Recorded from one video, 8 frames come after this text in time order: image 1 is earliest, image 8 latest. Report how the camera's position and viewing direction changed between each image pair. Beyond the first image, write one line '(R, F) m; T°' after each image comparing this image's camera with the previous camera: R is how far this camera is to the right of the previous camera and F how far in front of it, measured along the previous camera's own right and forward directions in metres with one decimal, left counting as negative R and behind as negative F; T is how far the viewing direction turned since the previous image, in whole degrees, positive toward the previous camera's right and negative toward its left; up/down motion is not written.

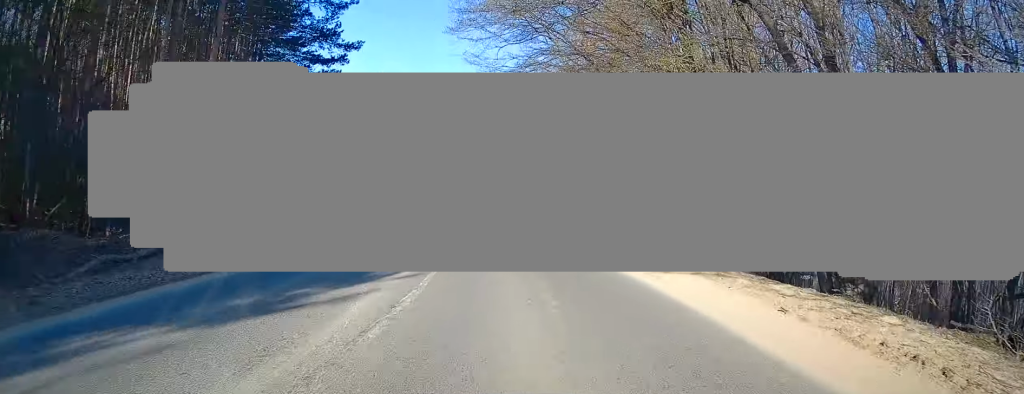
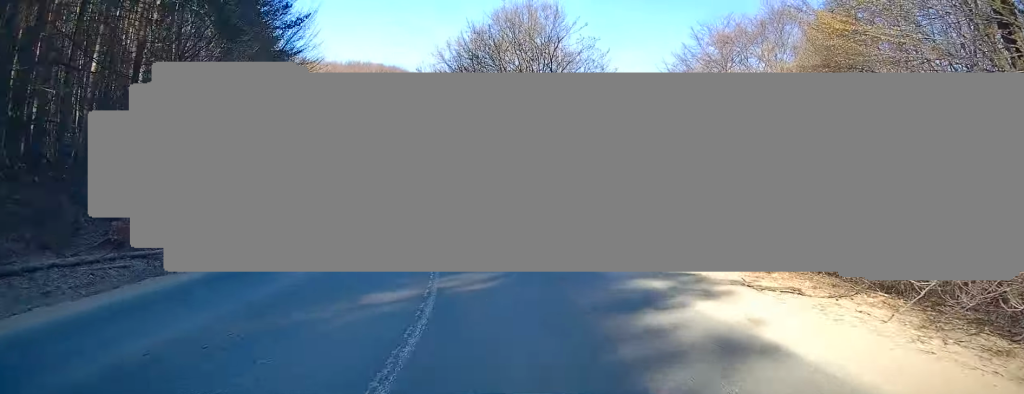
(-2.2, +23.3) m; -14°
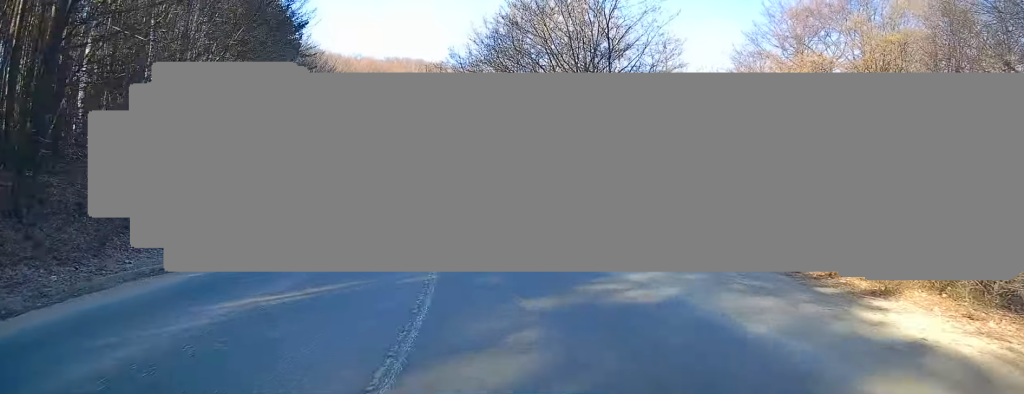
(-0.5, +6.1) m; -5°
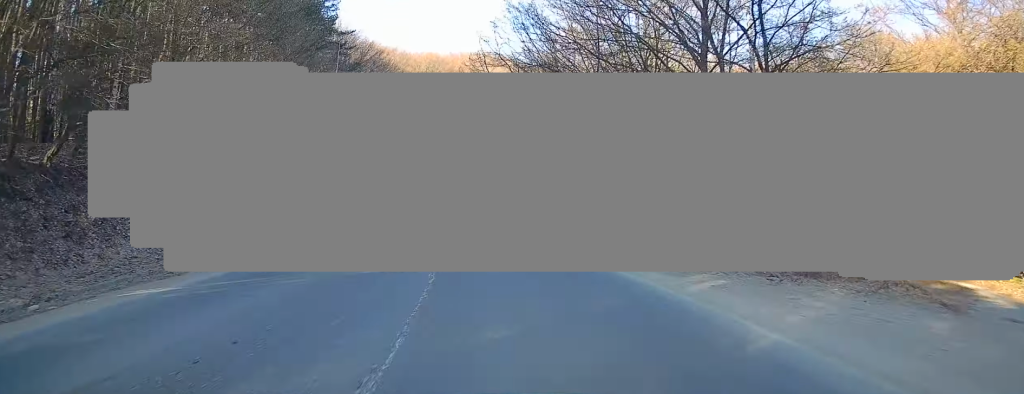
(-0.4, +10.2) m; -8°
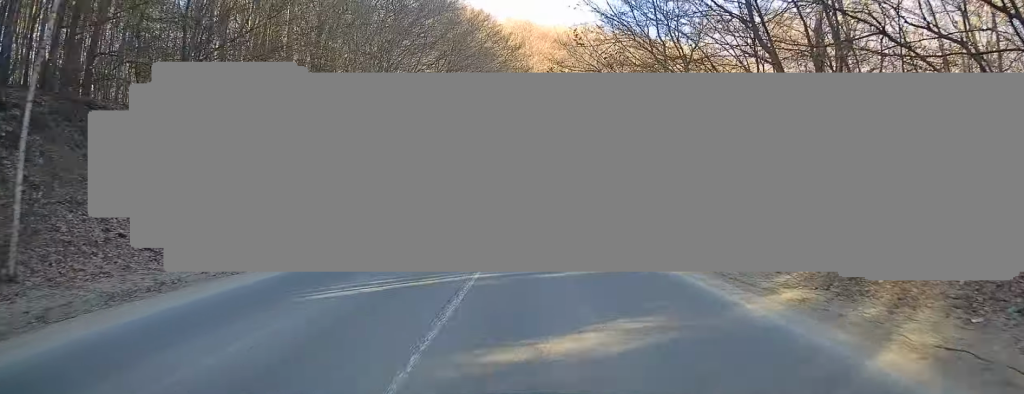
(-2.7, +26.3) m; -7°
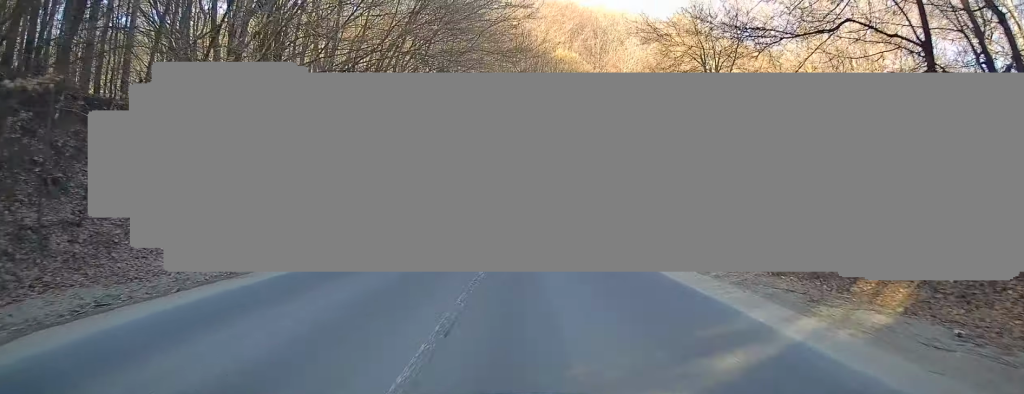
(-0.2, +18.0) m; 0°
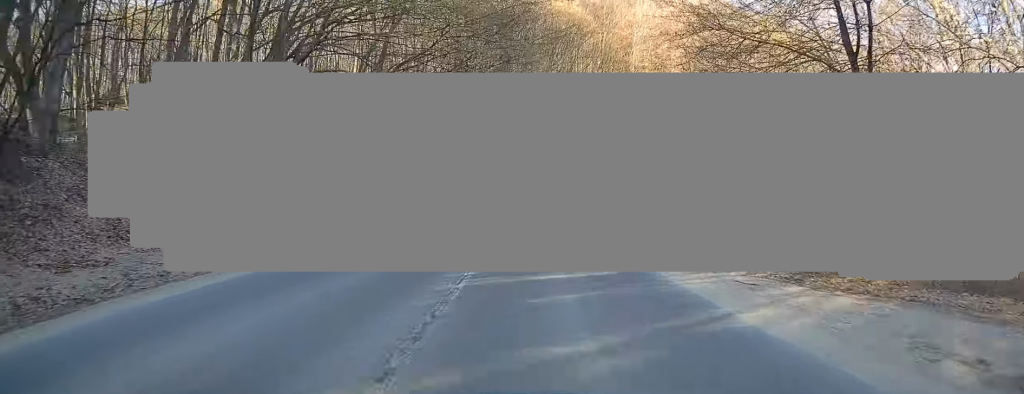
(+0.3, +15.6) m; +3°
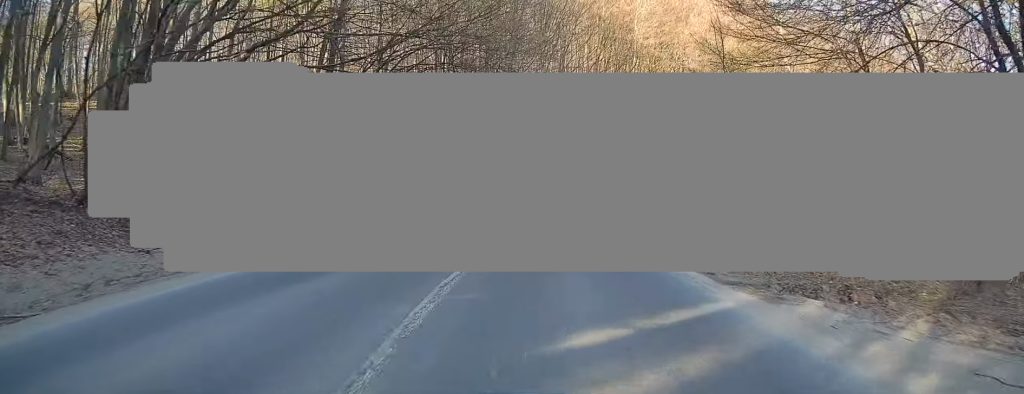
(+0.2, +6.9) m; +2°
